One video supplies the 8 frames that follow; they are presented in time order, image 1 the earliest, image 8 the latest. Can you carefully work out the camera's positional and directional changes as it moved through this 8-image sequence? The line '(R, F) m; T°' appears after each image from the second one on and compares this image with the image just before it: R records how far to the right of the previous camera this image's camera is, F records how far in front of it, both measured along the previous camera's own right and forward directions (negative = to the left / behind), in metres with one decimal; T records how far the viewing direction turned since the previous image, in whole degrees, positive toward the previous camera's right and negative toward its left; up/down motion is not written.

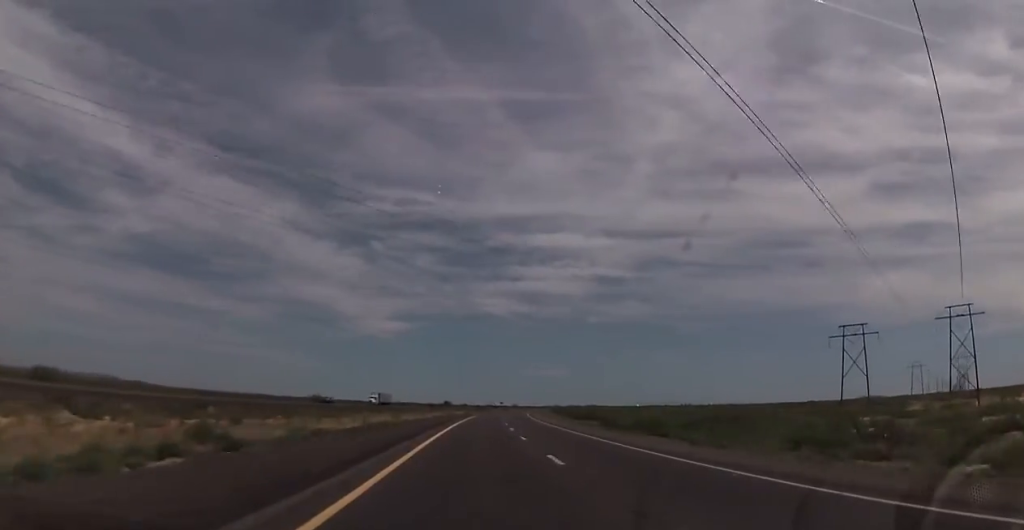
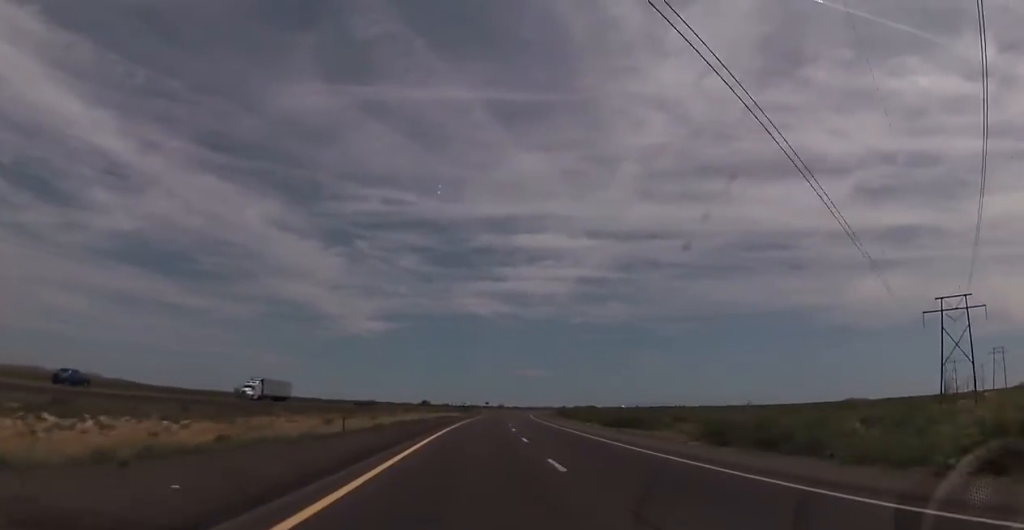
(+0.6, +50.3) m; 0°
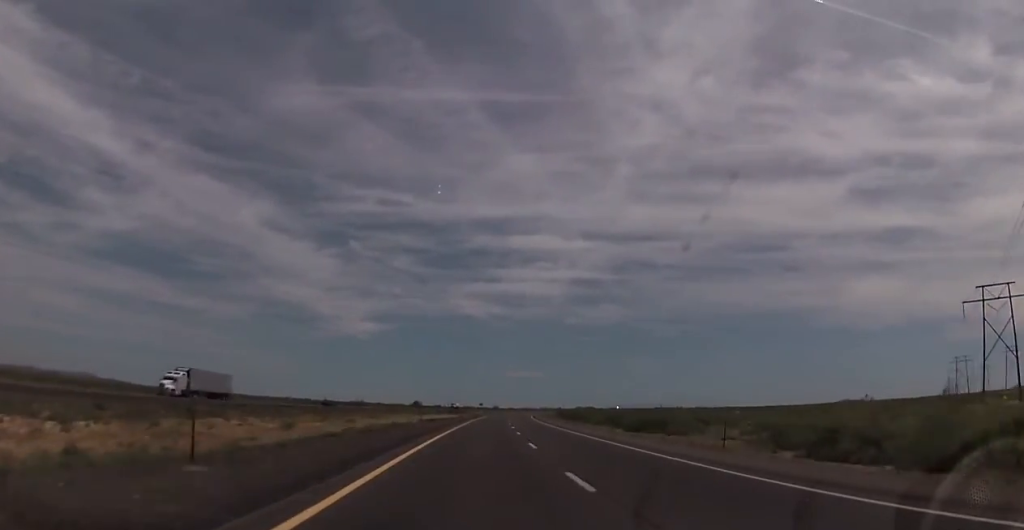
(-0.2, +15.5) m; 0°
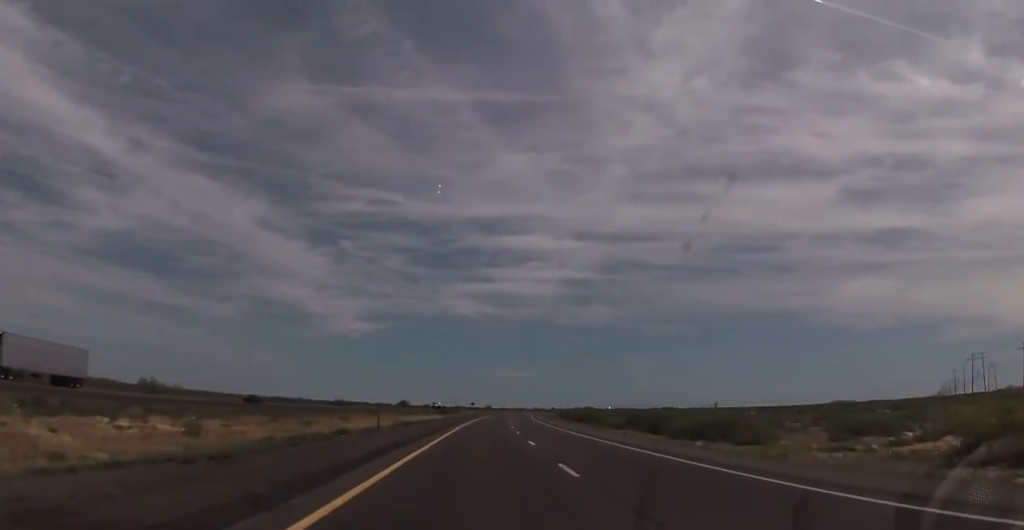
(+0.2, +21.4) m; +1°
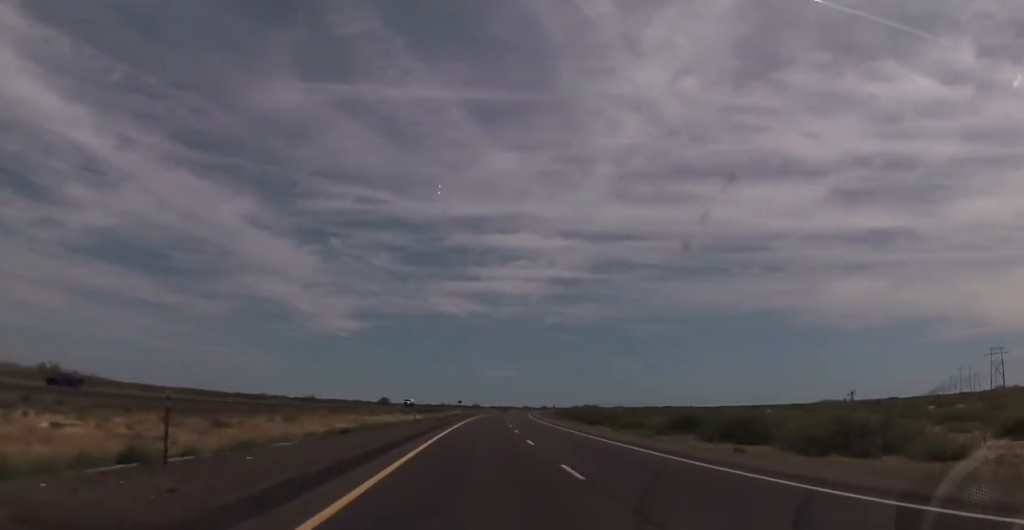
(+0.2, +25.0) m; +1°
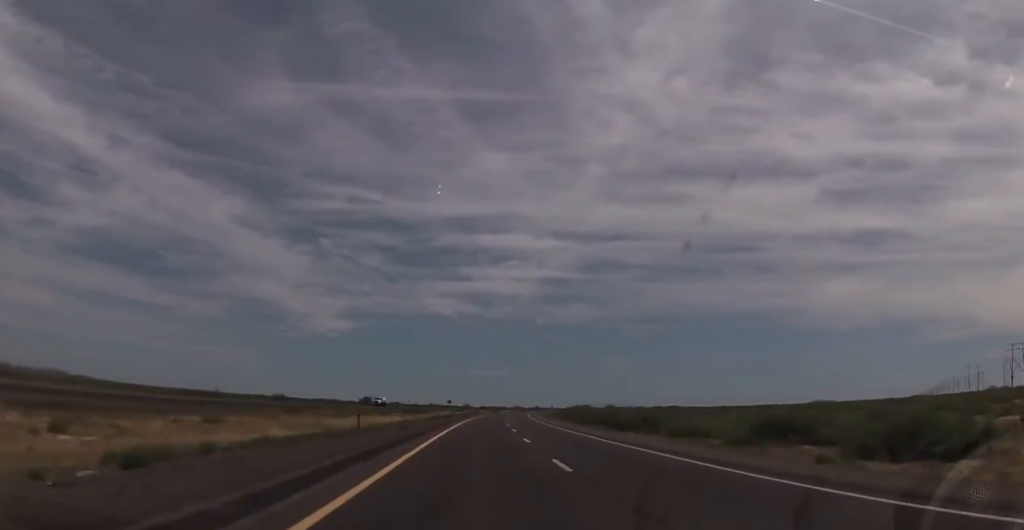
(+0.3, +22.6) m; +1°
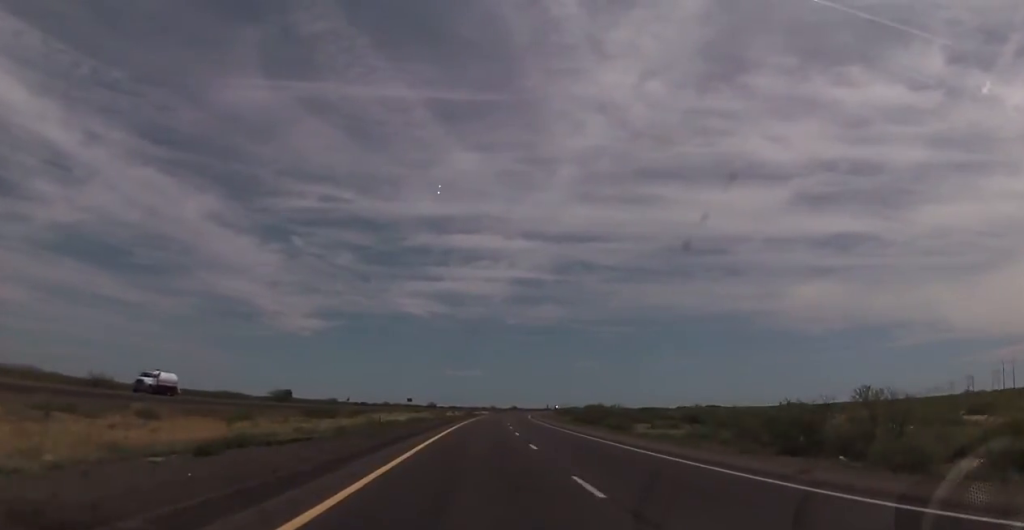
(+1.4, +76.8) m; +2°
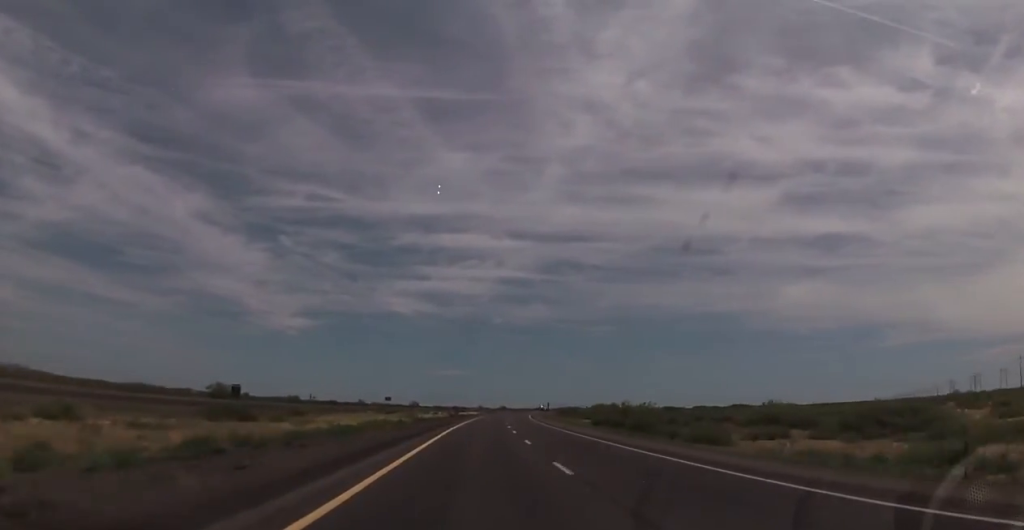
(+0.7, +32.7) m; +1°
